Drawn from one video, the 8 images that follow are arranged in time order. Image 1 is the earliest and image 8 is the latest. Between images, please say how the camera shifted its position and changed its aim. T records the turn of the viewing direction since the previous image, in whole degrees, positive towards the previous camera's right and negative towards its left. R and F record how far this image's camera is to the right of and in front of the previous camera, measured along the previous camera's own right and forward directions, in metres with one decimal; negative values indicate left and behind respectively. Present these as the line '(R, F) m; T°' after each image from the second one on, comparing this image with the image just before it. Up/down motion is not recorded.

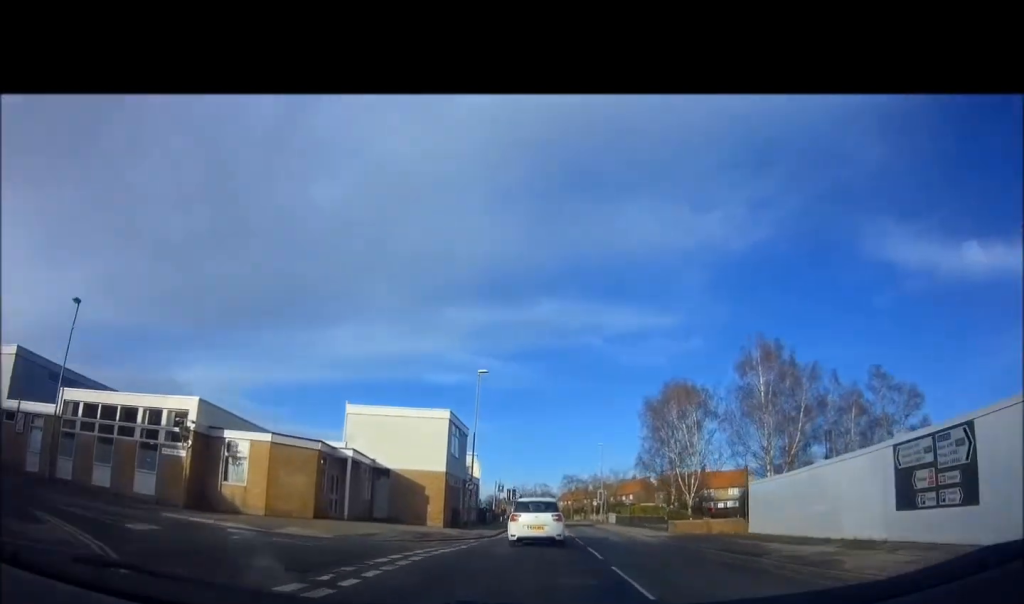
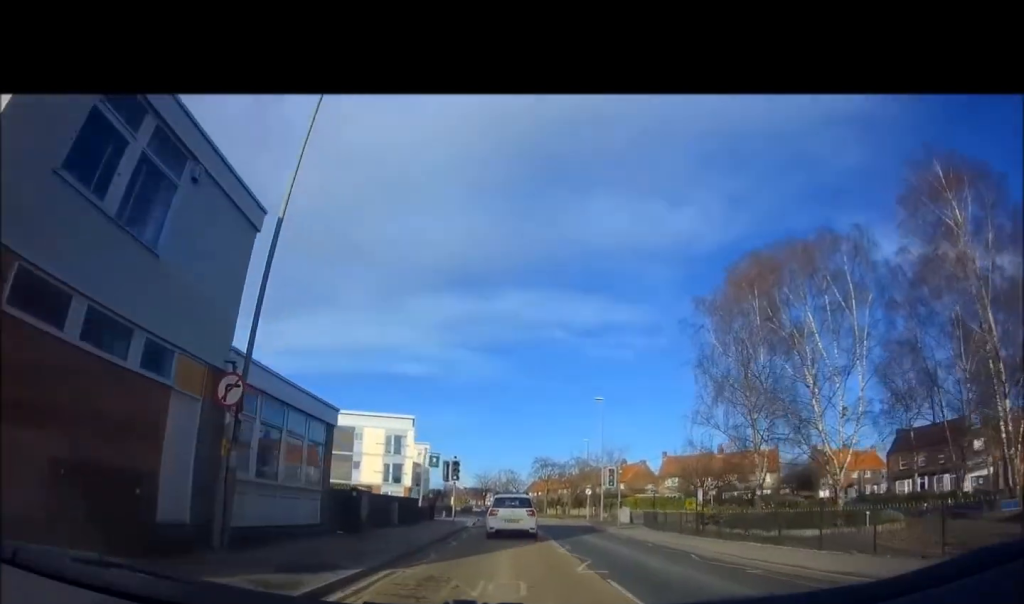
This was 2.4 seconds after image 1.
(+1.3, +24.8) m; +4°
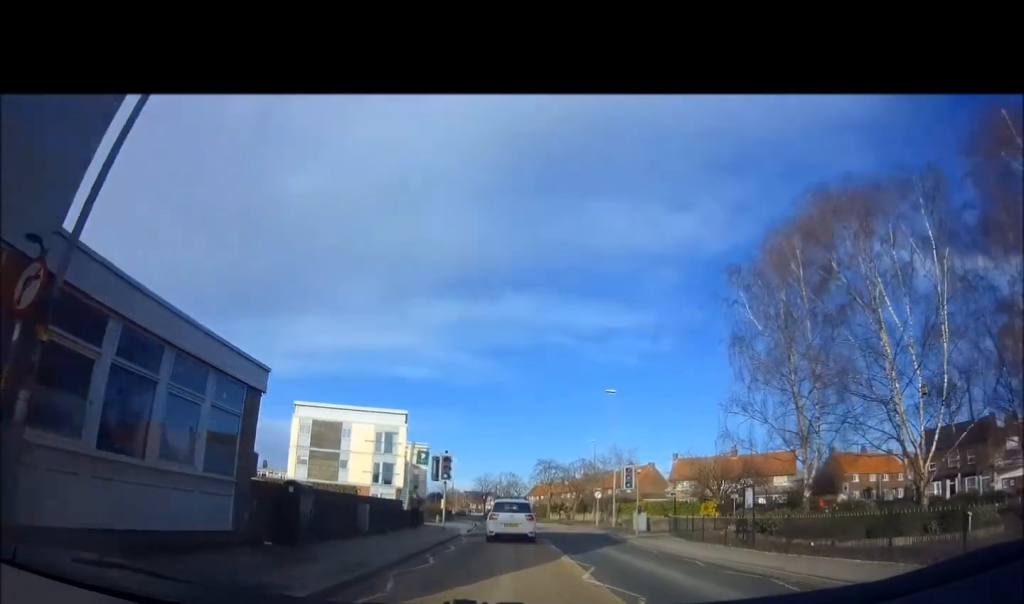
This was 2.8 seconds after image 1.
(0.0, +4.5) m; 0°
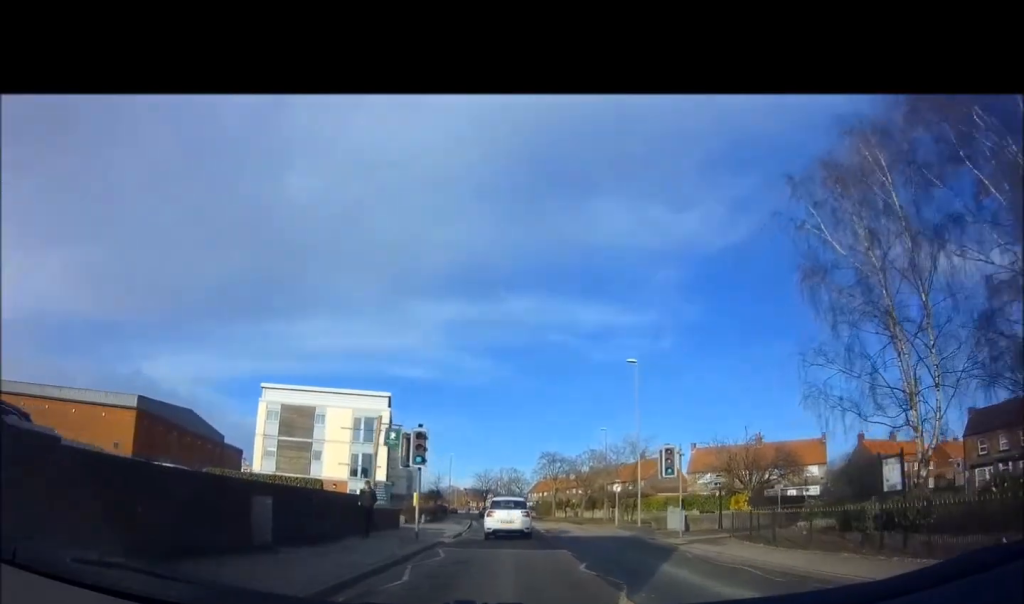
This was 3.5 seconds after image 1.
(0.0, +7.1) m; 0°
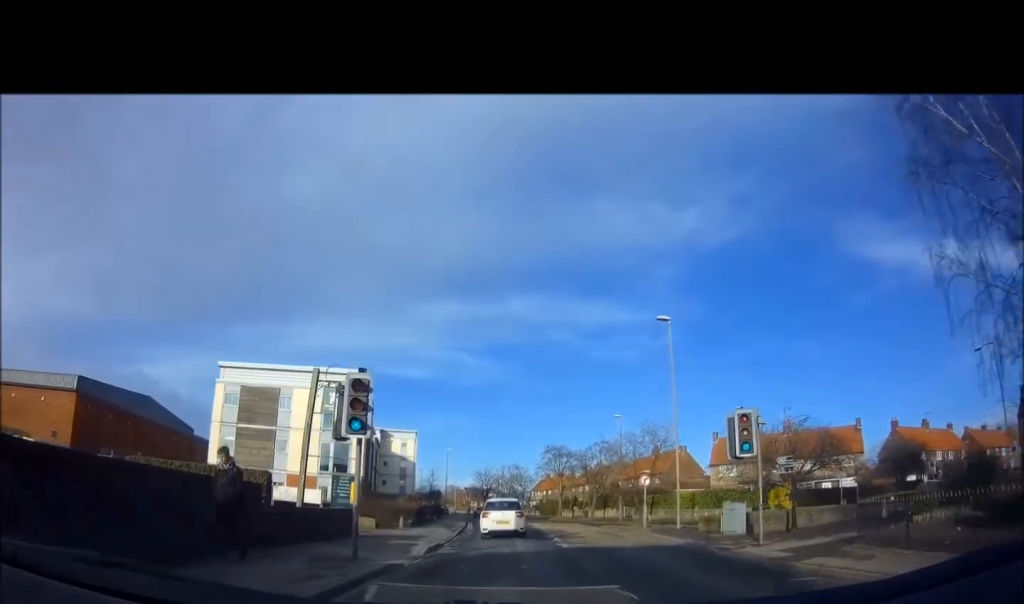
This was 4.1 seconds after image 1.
(0.0, +6.9) m; 0°
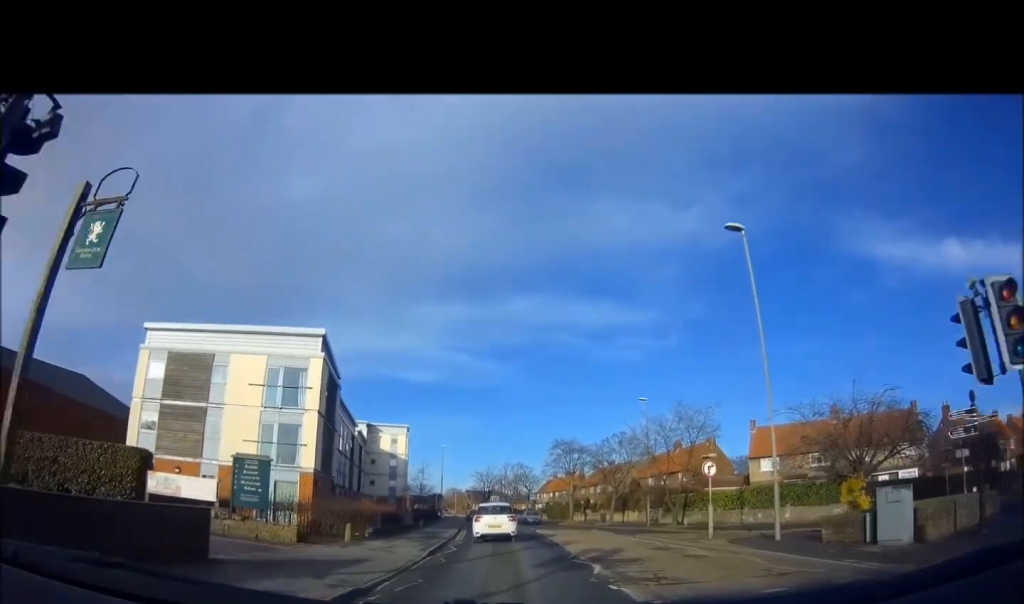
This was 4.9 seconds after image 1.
(0.0, +8.9) m; 0°
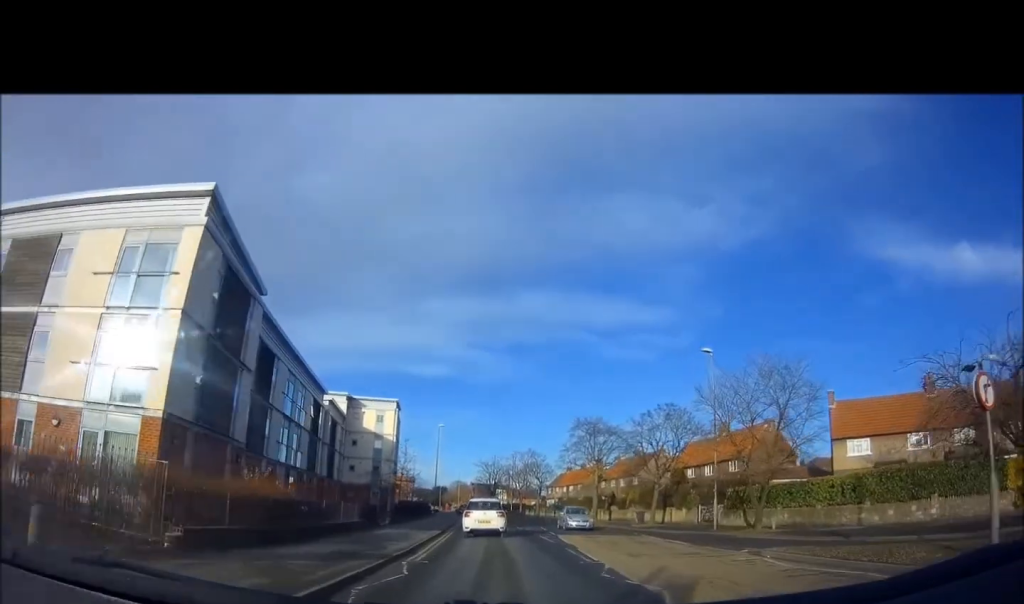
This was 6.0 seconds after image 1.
(-0.1, +12.6) m; -1°
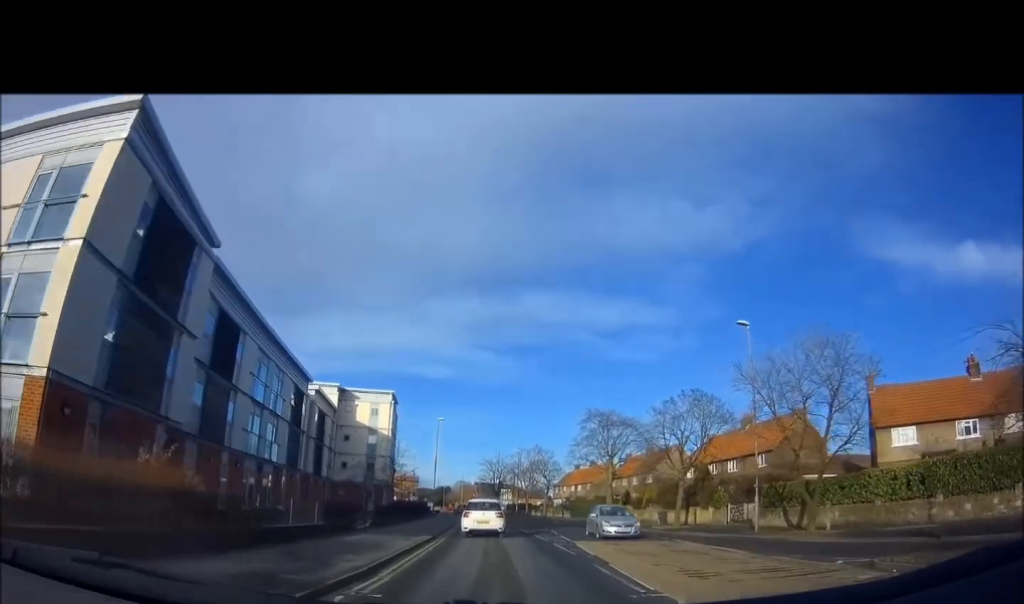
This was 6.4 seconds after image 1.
(0.0, +5.0) m; -1°
